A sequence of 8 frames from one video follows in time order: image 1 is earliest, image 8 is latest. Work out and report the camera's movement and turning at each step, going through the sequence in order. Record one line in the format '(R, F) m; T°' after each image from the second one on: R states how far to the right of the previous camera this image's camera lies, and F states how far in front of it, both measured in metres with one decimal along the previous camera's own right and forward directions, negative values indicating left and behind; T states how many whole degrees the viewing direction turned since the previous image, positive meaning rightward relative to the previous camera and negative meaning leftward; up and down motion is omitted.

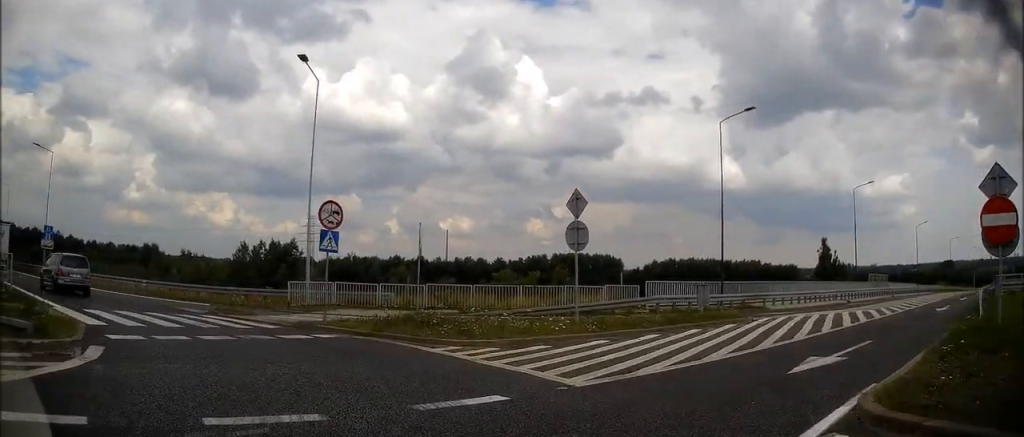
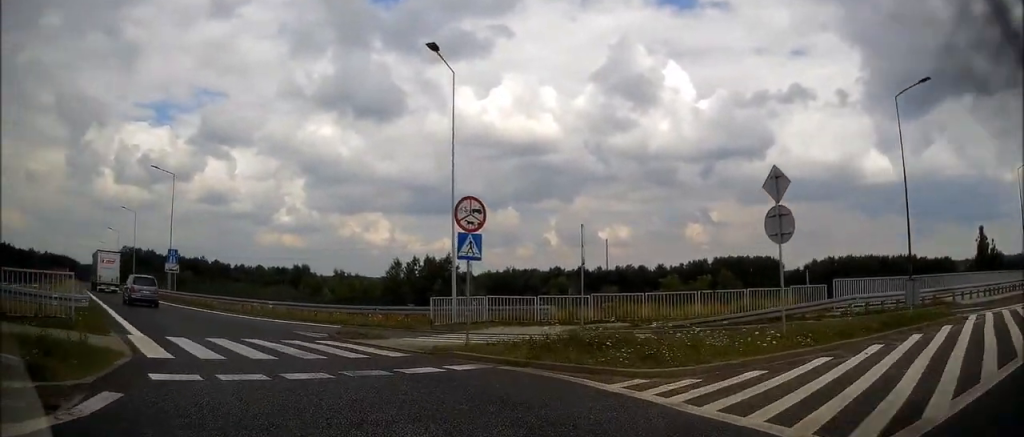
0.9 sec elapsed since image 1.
(-0.7, +3.7) m; -19°
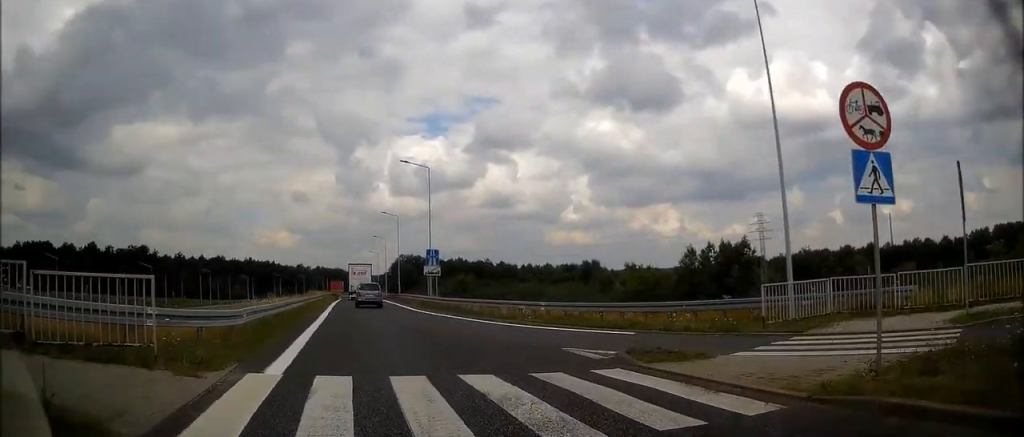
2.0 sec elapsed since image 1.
(-0.8, +6.2) m; -13°
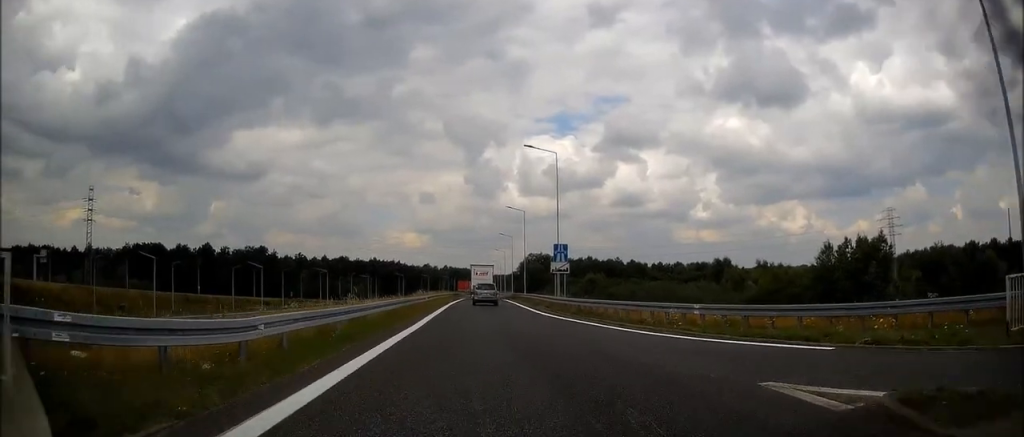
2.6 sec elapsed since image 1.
(0.0, +4.5) m; -6°
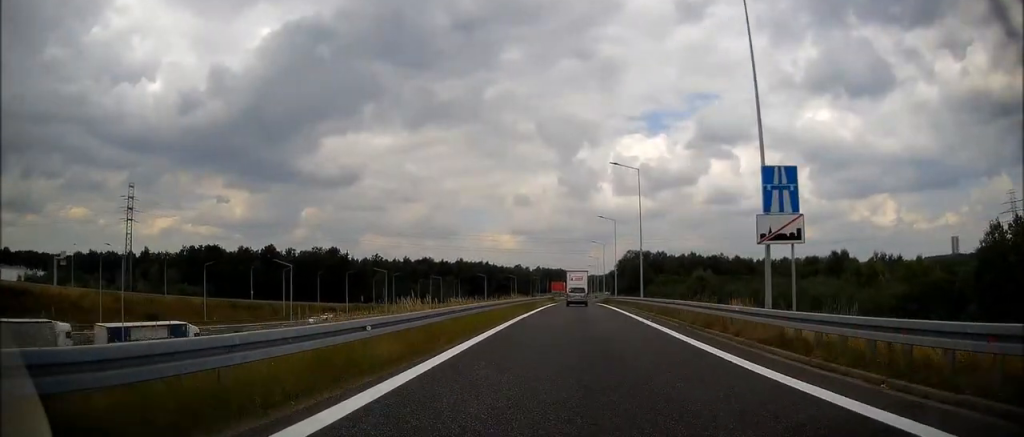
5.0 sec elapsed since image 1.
(-2.7, +24.4) m; -8°
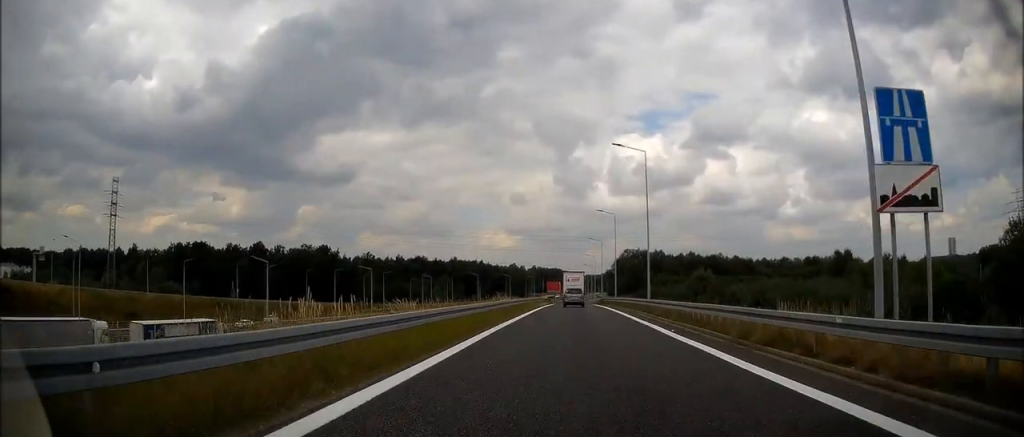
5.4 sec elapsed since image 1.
(-0.1, +6.0) m; -1°
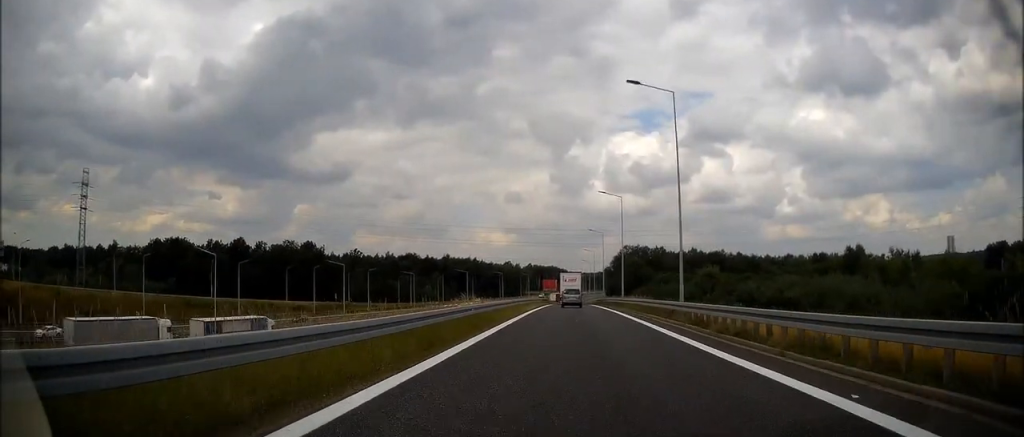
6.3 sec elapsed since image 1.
(0.0, +12.1) m; 0°
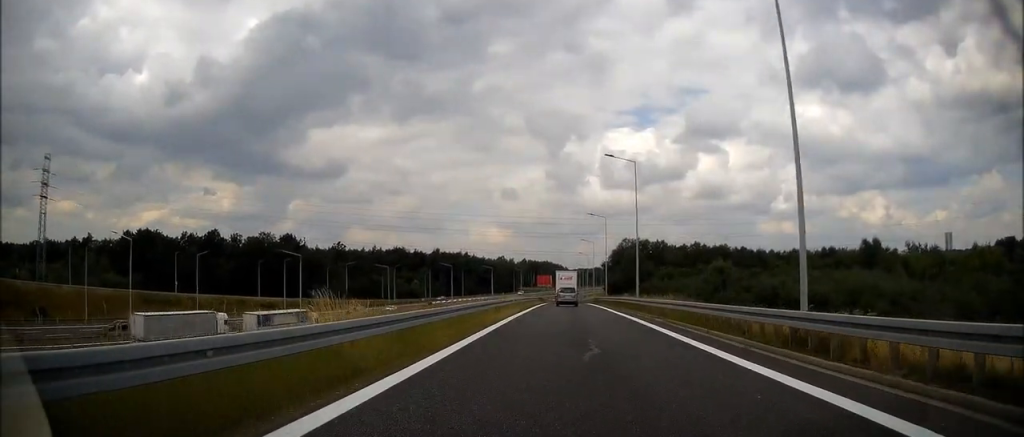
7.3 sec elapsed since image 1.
(0.0, +14.6) m; +1°
